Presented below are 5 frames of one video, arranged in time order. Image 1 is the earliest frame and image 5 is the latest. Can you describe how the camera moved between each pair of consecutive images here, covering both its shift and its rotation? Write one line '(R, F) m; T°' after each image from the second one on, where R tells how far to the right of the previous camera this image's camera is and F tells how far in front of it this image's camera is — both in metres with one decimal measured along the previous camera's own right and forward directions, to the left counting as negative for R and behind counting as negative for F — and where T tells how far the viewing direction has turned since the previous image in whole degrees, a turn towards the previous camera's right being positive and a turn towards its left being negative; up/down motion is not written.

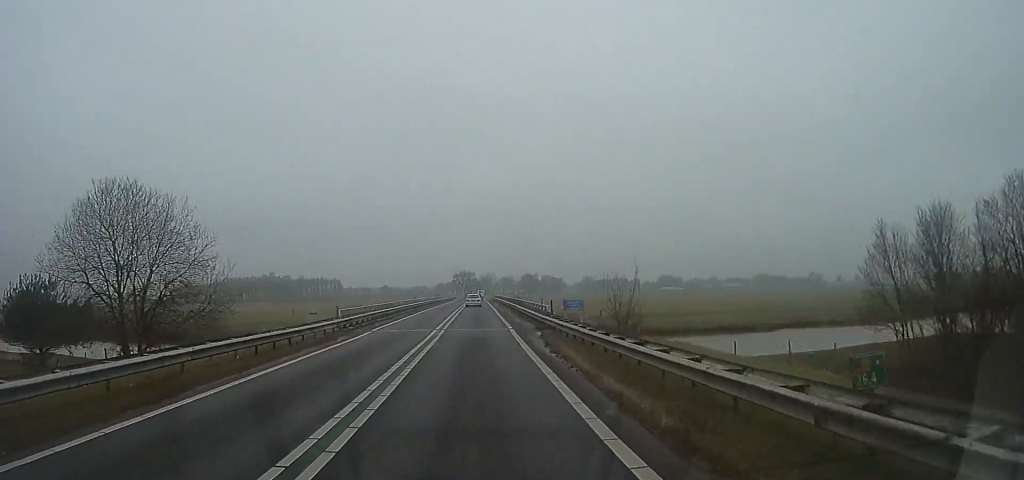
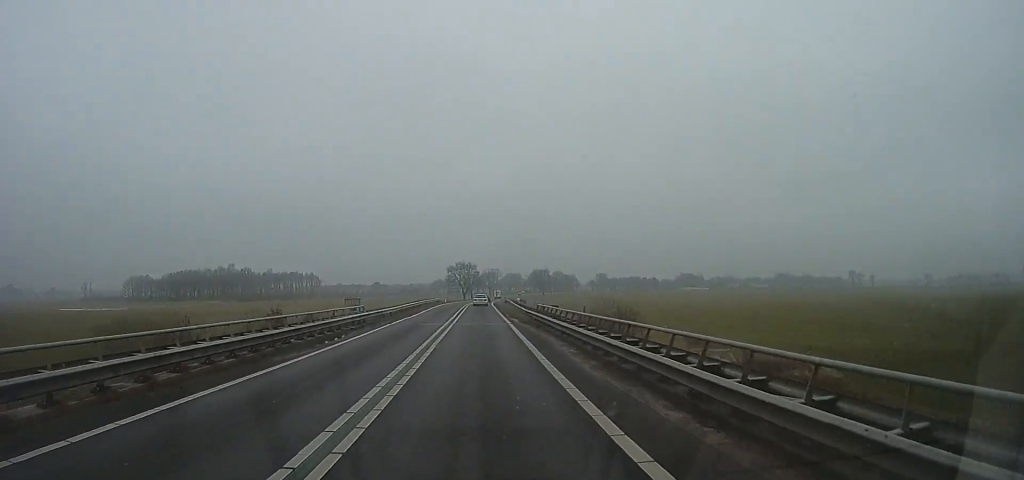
(-1.0, +65.0) m; 0°
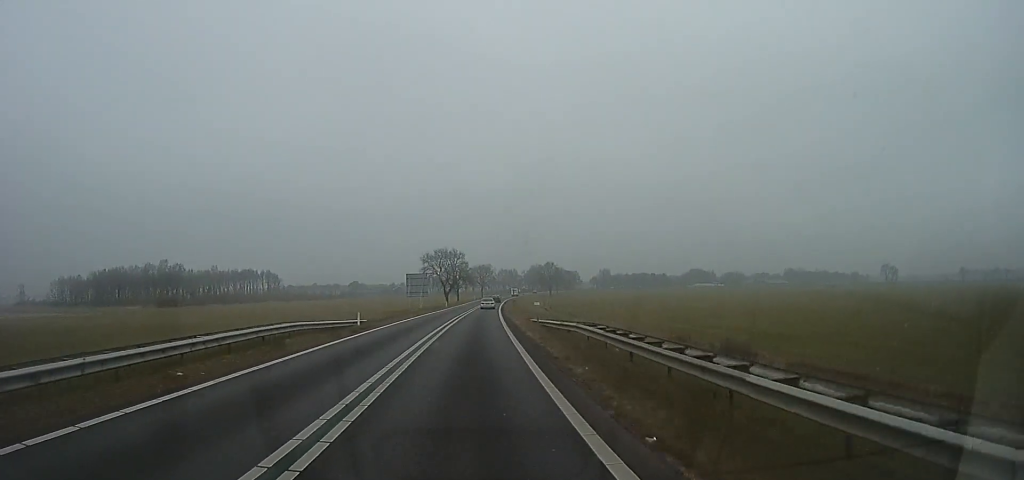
(+0.8, +60.7) m; +1°
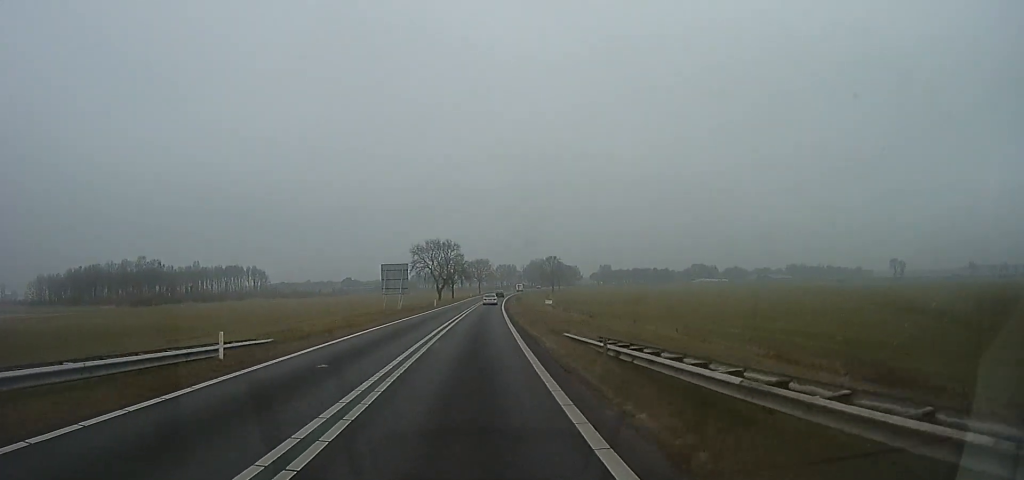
(-0.6, +15.5) m; +1°
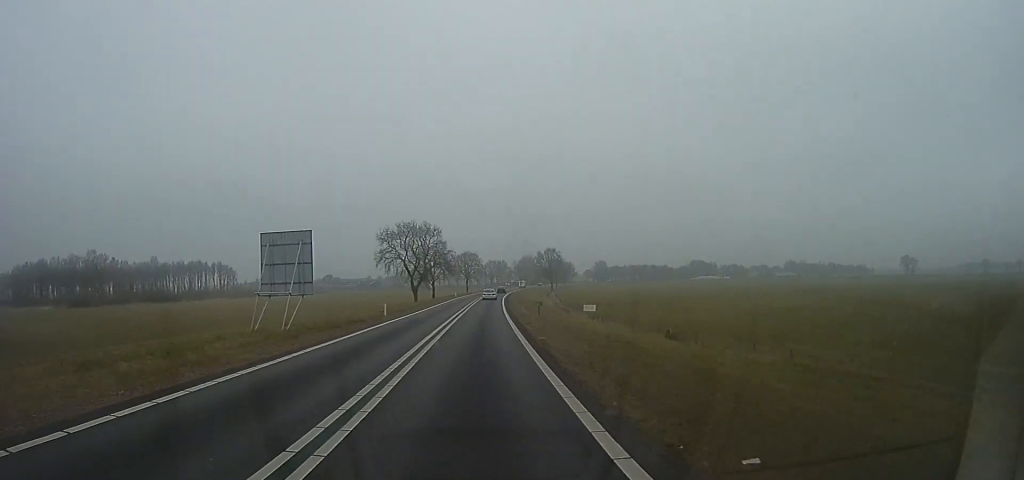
(+1.4, +27.4) m; +3°
